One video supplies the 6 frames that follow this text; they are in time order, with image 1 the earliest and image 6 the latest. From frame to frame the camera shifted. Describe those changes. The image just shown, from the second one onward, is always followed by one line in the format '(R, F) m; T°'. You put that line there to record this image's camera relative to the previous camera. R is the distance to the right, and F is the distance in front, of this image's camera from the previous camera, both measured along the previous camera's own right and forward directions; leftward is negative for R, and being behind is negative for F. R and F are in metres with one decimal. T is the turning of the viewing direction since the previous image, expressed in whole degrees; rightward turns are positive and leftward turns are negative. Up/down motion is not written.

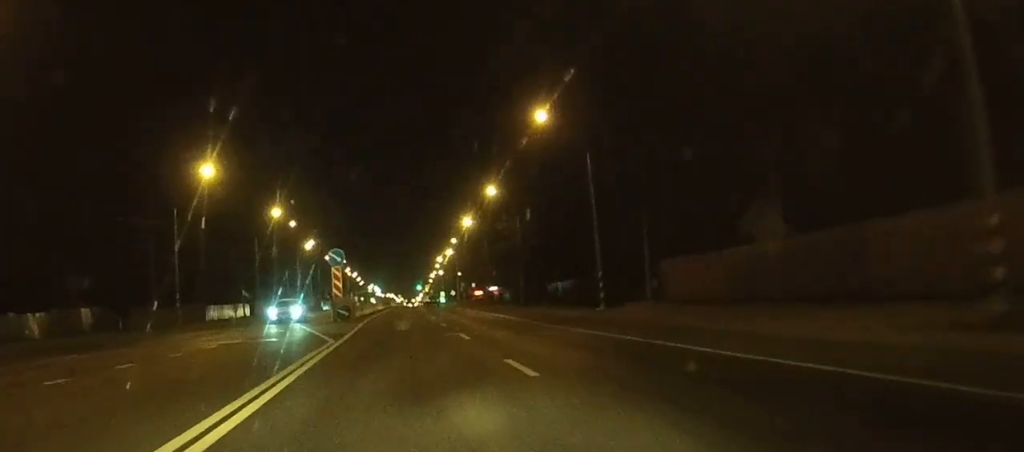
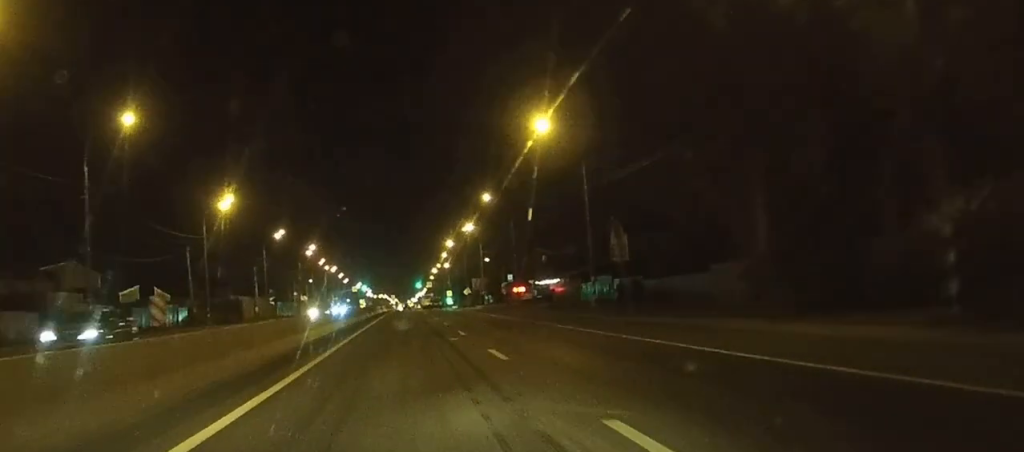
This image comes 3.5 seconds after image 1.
(+0.1, +68.3) m; 0°
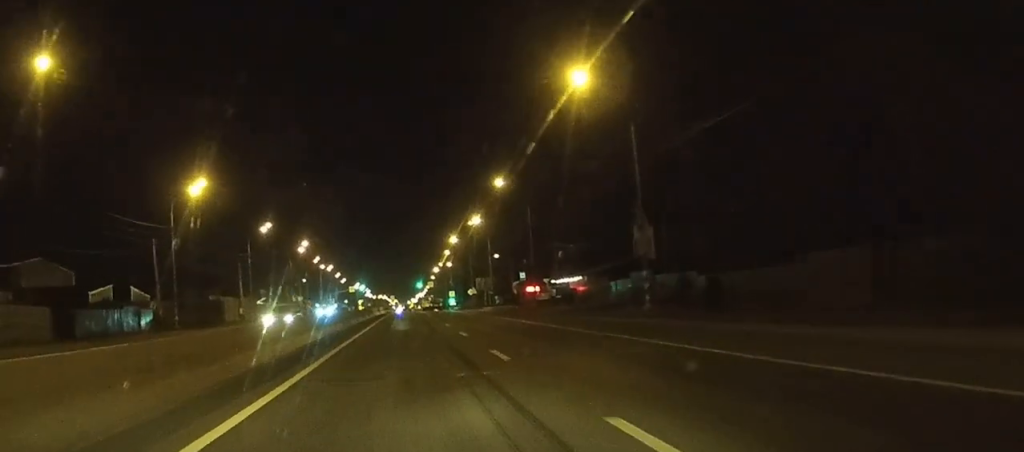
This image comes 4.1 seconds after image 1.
(0.0, +11.8) m; 0°
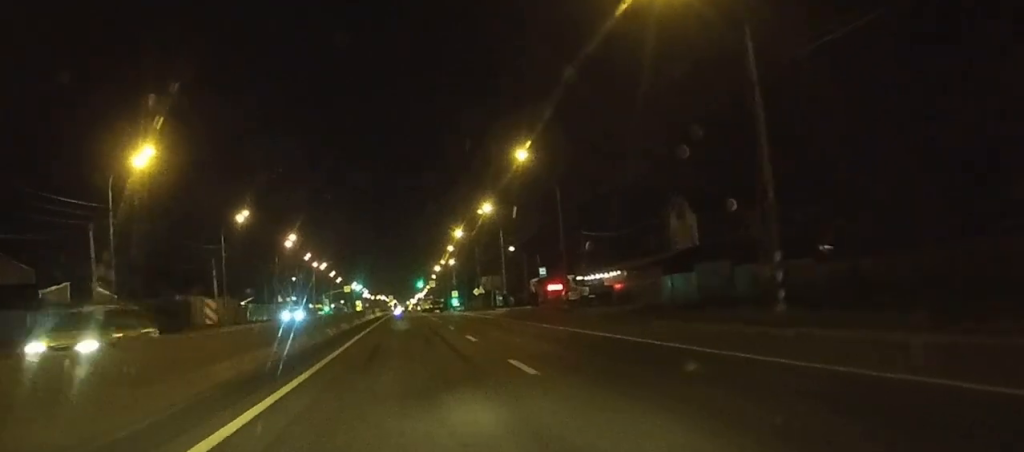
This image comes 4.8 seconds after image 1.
(0.0, +15.1) m; 0°
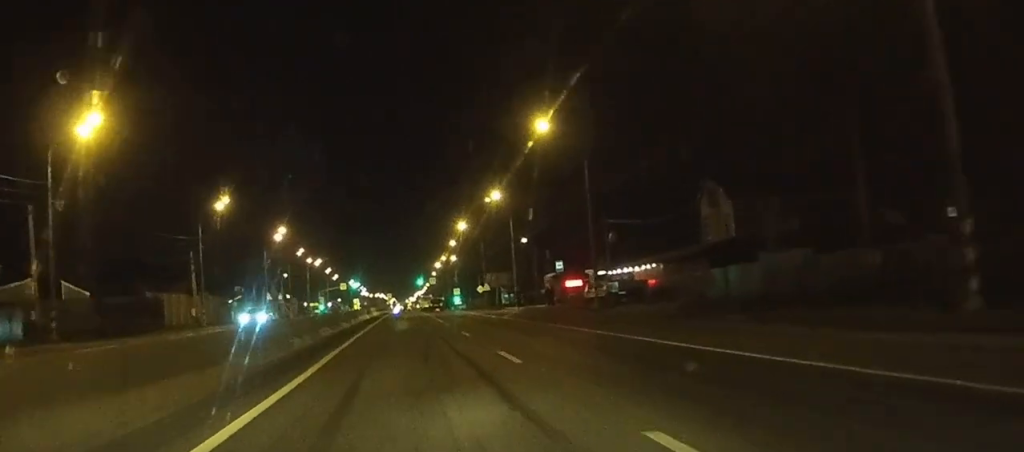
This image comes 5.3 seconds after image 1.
(0.0, +9.9) m; 0°
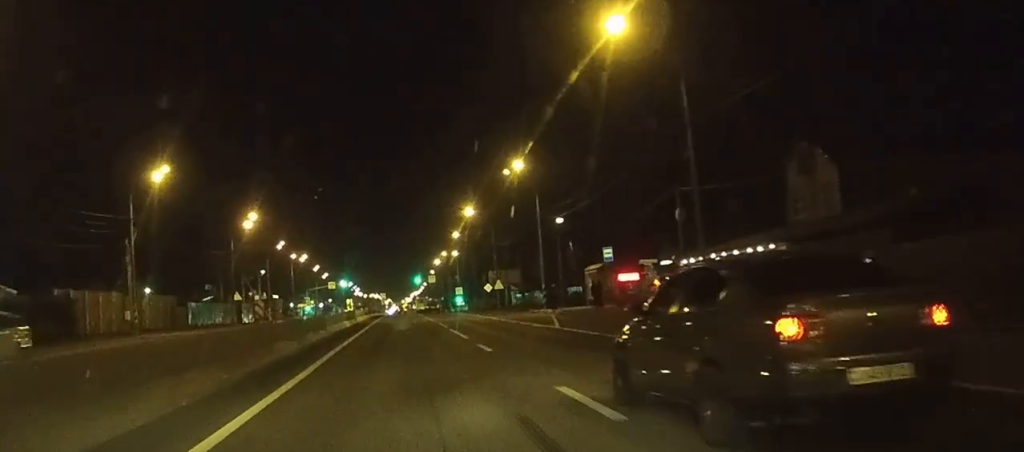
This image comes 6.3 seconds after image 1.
(0.0, +19.9) m; 0°
